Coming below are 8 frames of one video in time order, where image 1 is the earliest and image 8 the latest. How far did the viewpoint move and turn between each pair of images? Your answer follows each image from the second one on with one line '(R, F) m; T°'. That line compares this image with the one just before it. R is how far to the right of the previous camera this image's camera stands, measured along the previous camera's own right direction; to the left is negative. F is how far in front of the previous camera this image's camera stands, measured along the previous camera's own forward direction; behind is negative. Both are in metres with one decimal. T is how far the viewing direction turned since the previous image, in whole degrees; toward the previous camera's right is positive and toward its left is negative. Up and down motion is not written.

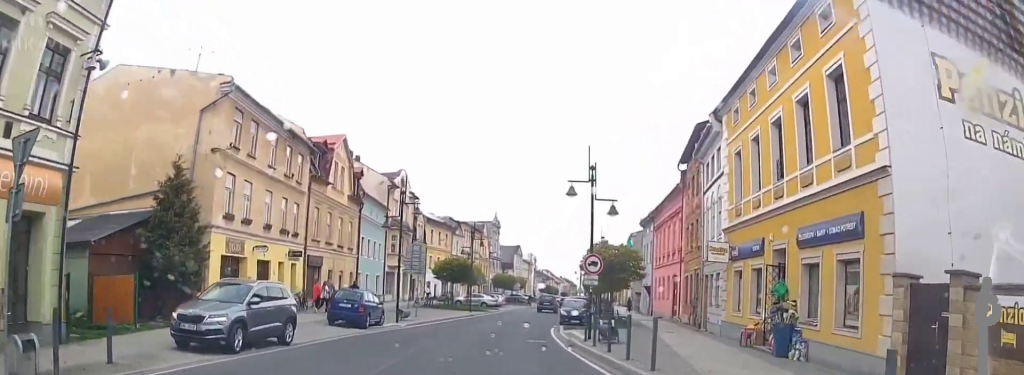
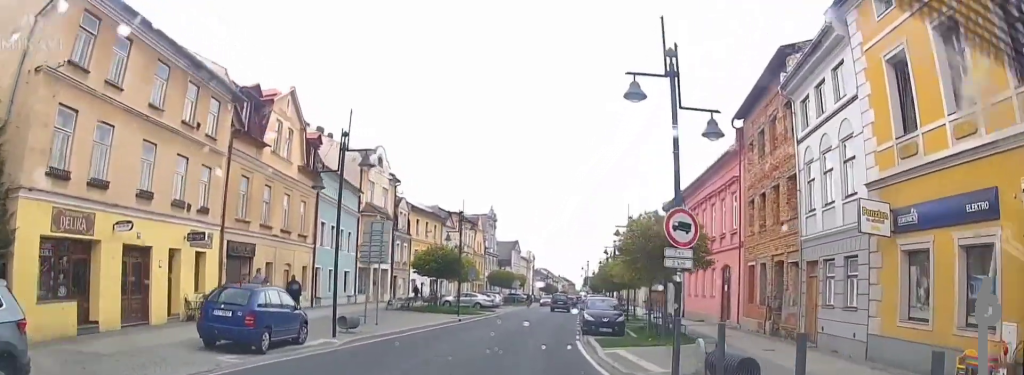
(-0.3, +9.9) m; -2°
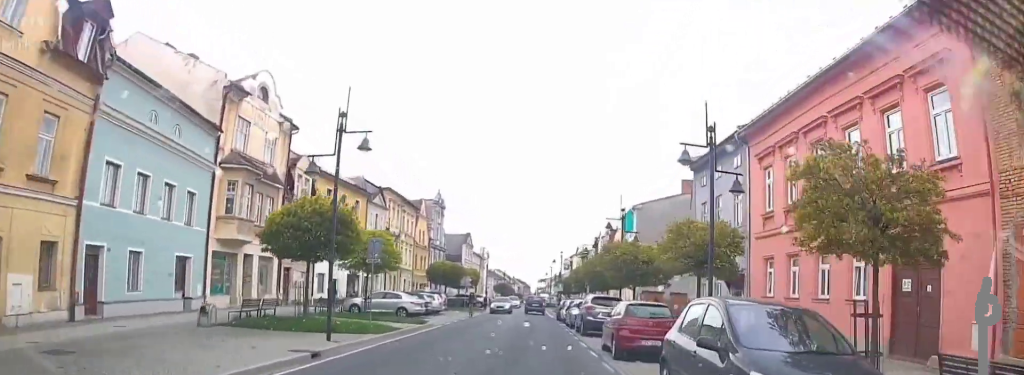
(+0.2, +18.3) m; +1°
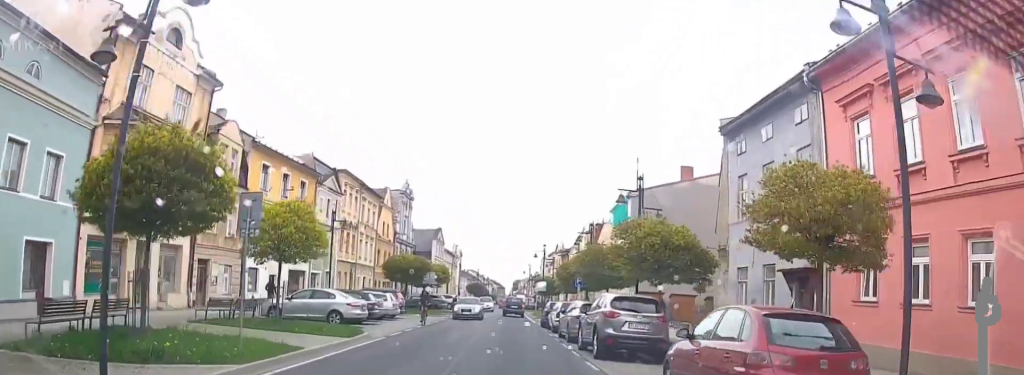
(0.0, +8.4) m; 0°
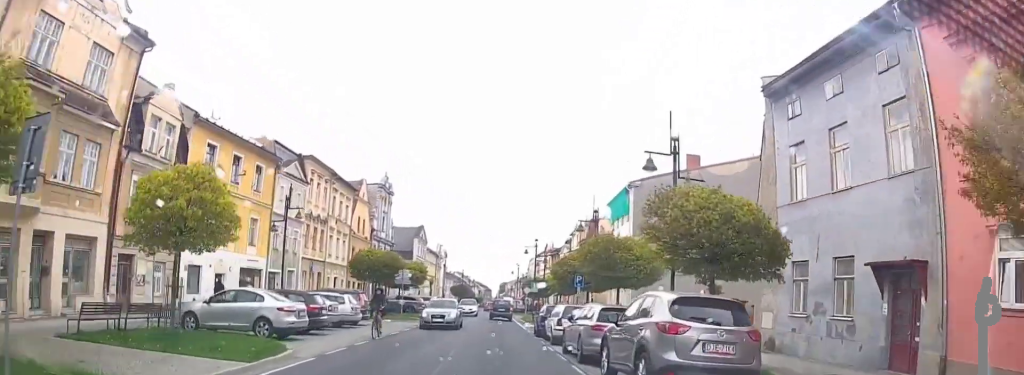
(-0.1, +6.1) m; 0°
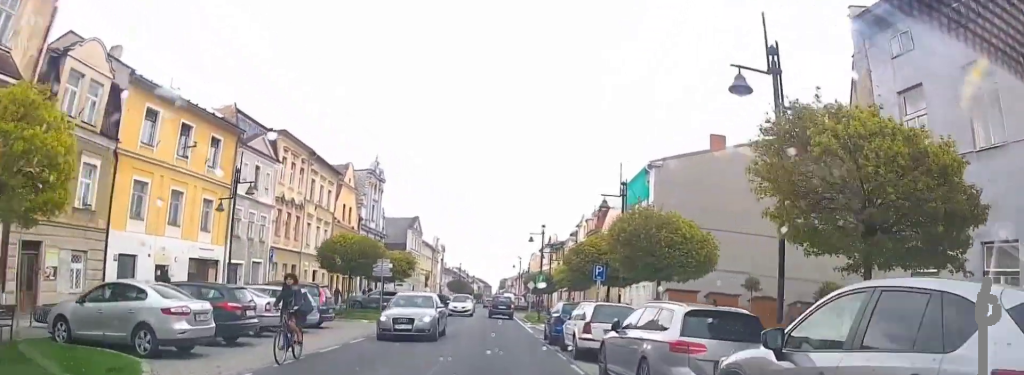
(+0.1, +6.1) m; +2°
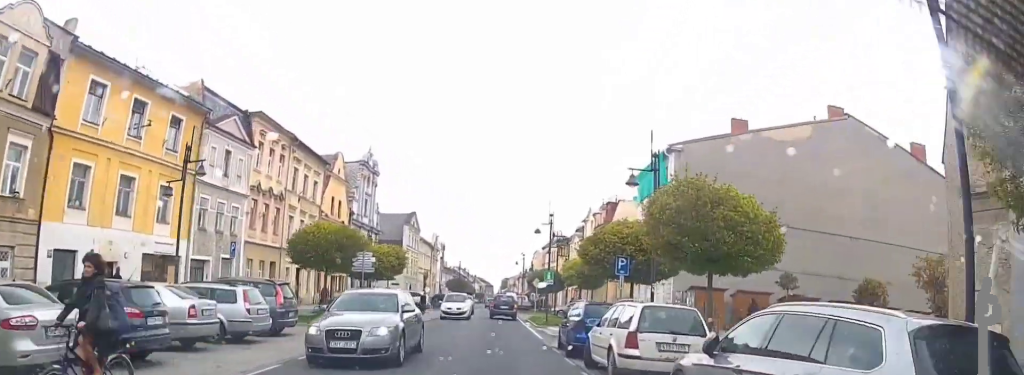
(+0.1, +4.6) m; +1°
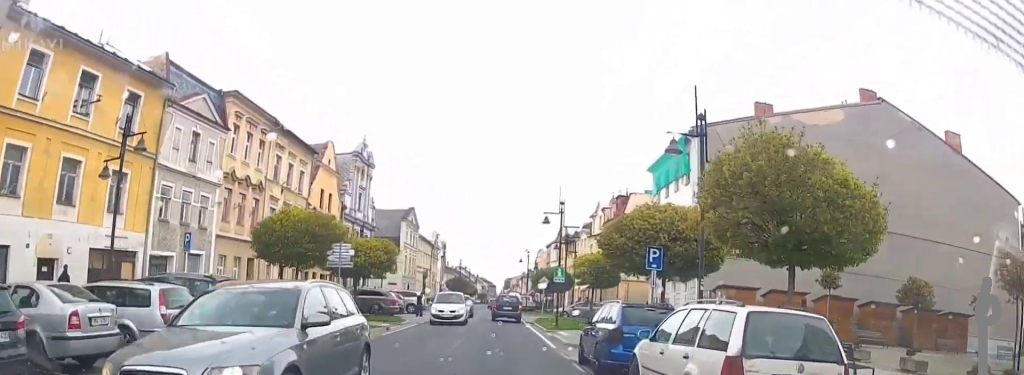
(+0.1, +4.0) m; +1°
